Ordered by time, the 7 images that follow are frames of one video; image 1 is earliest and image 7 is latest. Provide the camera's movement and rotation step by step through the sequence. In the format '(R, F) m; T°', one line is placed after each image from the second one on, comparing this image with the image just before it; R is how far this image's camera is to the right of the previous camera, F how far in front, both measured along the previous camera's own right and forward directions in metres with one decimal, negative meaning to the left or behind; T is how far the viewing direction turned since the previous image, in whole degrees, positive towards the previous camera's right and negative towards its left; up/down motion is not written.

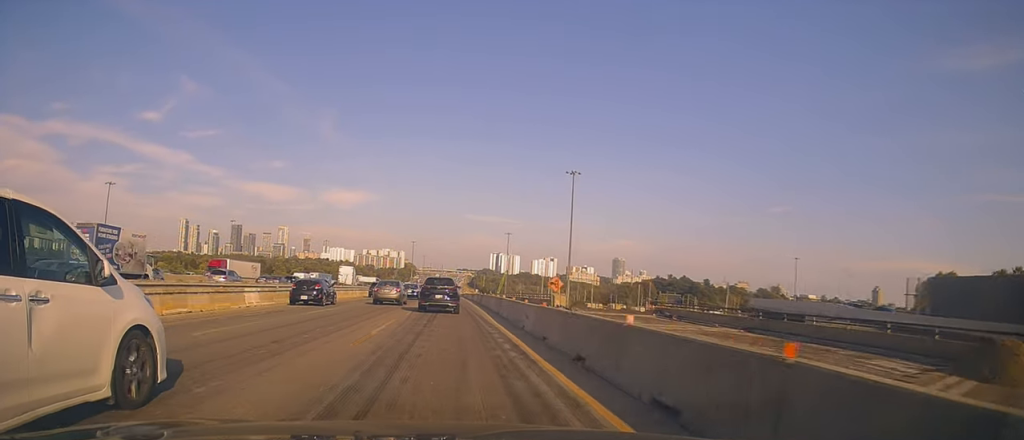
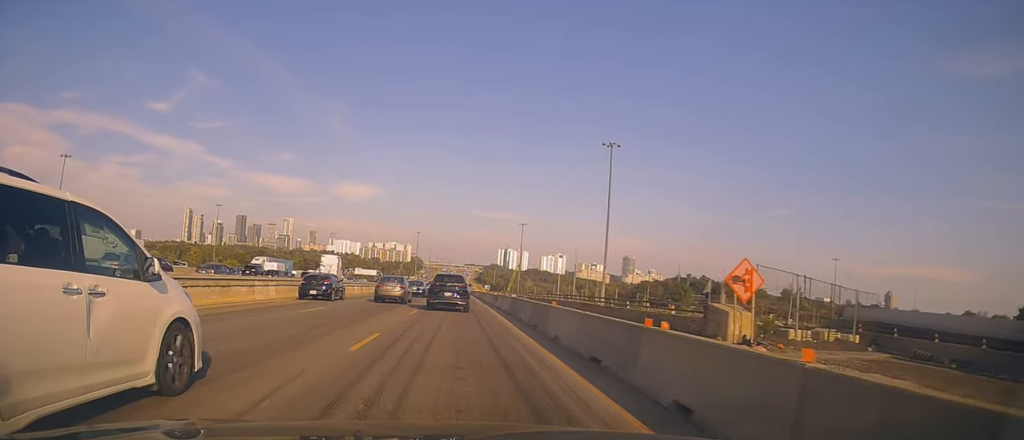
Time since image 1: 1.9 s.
(+1.1, +28.2) m; +2°
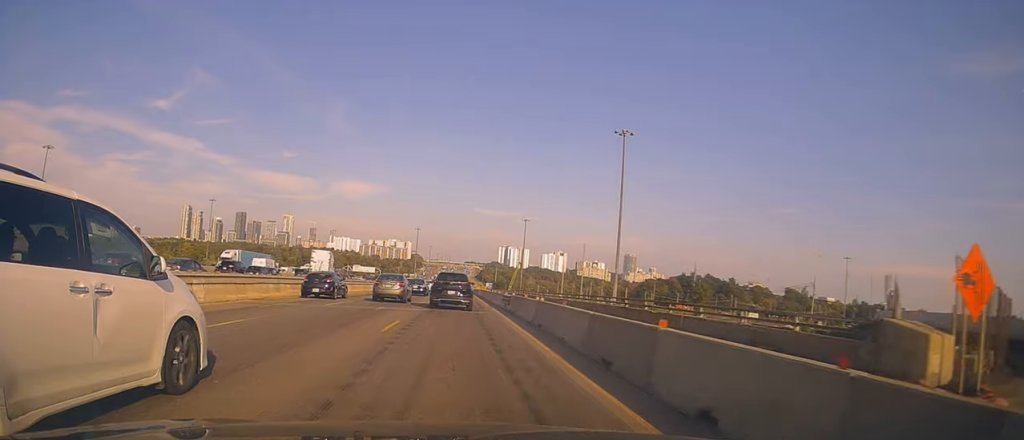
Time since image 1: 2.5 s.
(-0.3, +8.6) m; -1°
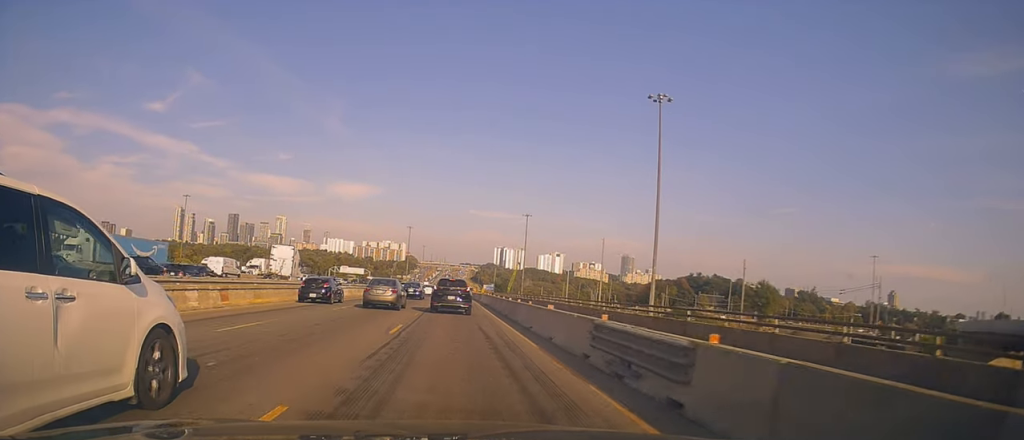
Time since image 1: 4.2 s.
(-0.4, +23.4) m; -1°
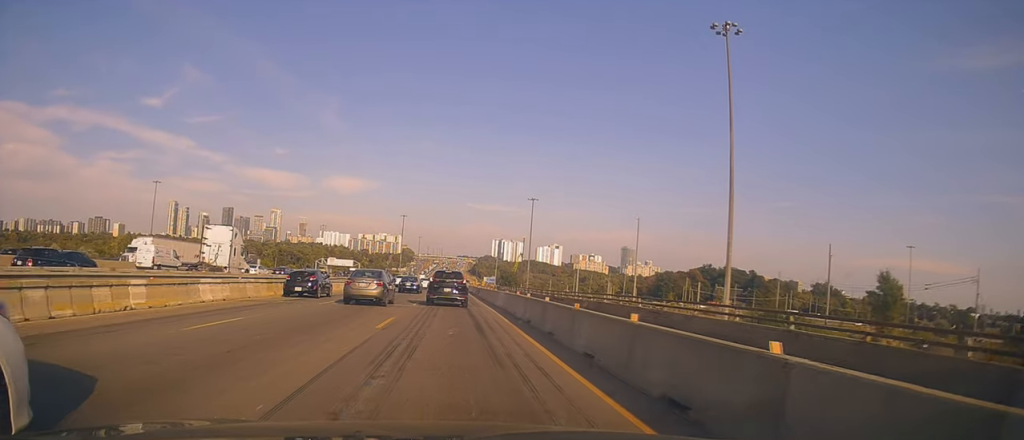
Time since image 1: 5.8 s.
(+0.1, +23.8) m; 0°
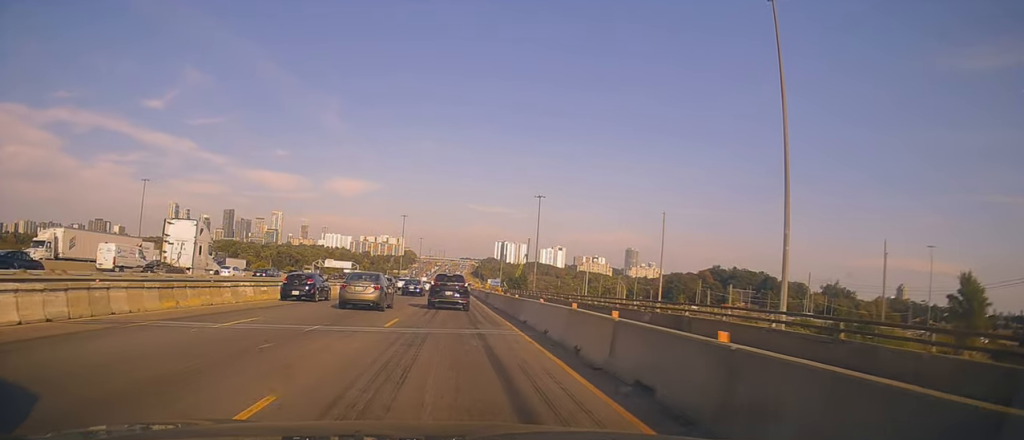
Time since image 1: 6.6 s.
(0.0, +10.8) m; +1°
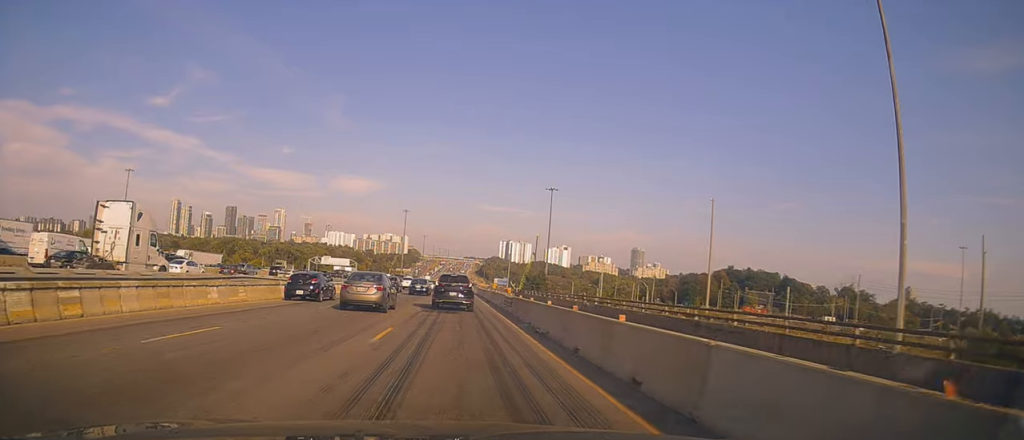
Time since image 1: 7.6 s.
(+0.4, +15.8) m; +1°
